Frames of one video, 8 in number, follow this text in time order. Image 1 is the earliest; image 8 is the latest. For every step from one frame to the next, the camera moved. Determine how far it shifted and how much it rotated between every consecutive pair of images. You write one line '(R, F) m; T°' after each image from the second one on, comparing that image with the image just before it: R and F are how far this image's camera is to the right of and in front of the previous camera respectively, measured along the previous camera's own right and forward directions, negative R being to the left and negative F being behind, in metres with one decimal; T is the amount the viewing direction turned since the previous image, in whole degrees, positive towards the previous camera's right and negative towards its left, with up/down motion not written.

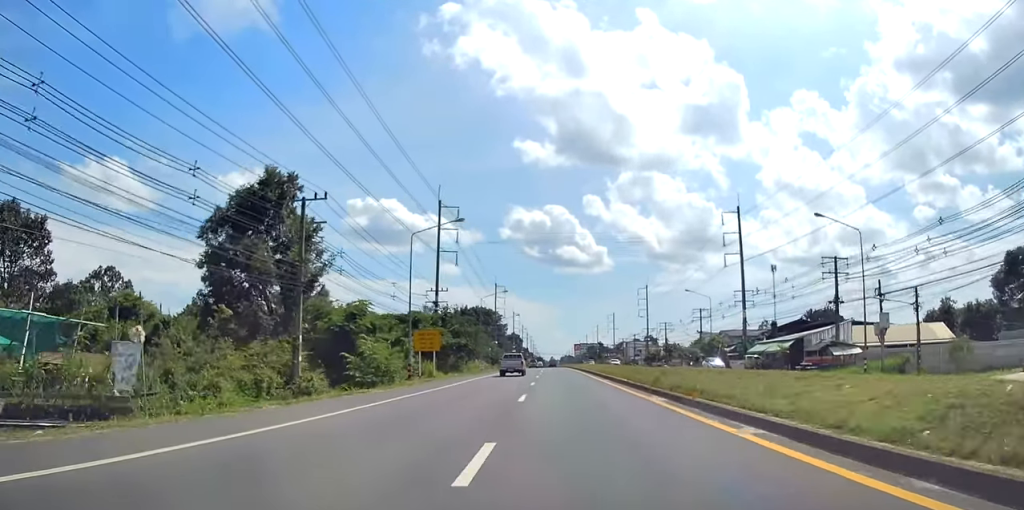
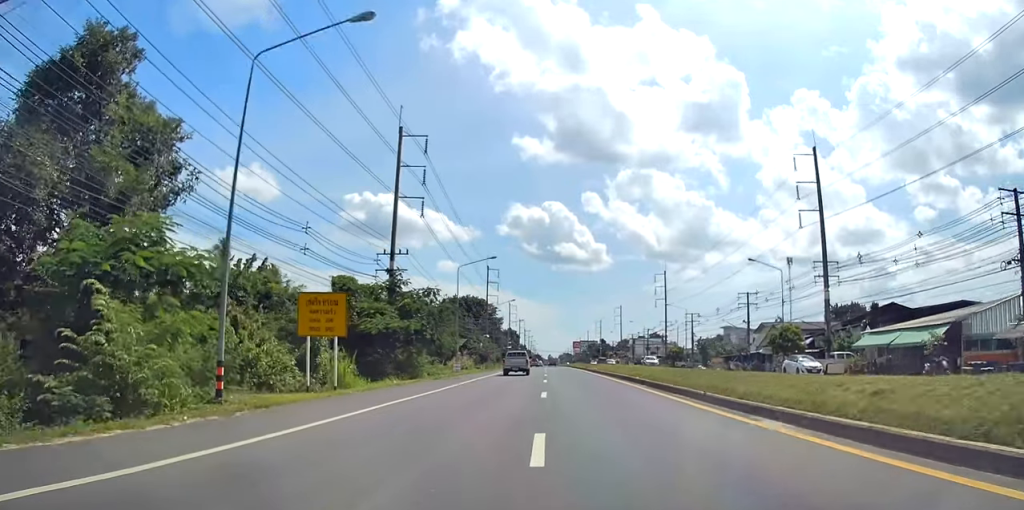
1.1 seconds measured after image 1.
(-0.2, +23.1) m; 0°
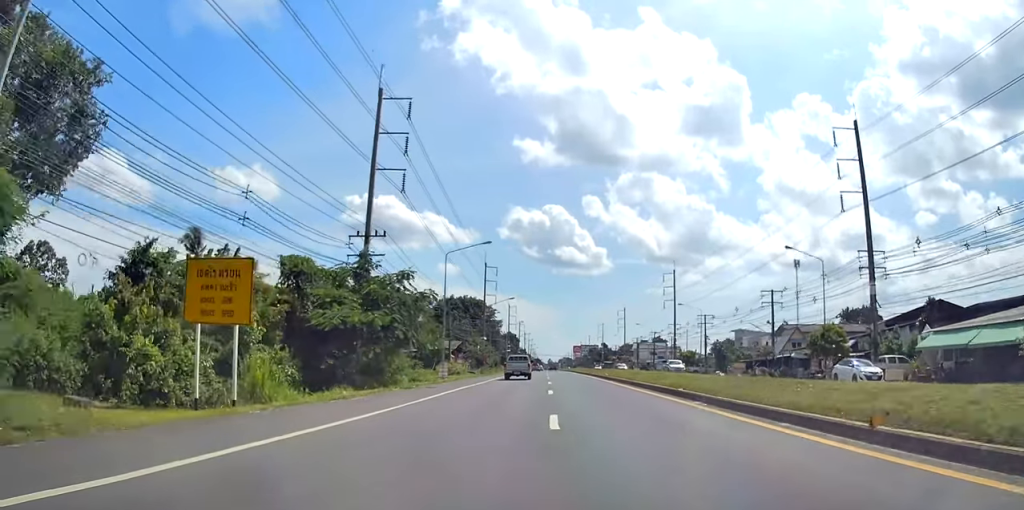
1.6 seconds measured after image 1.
(+0.1, +8.4) m; 0°
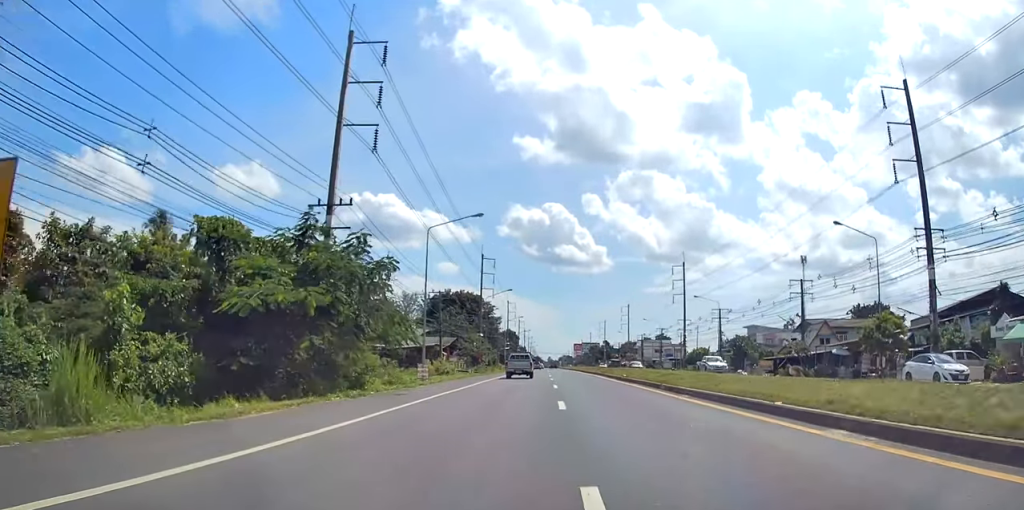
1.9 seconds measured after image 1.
(0.0, +8.0) m; 0°
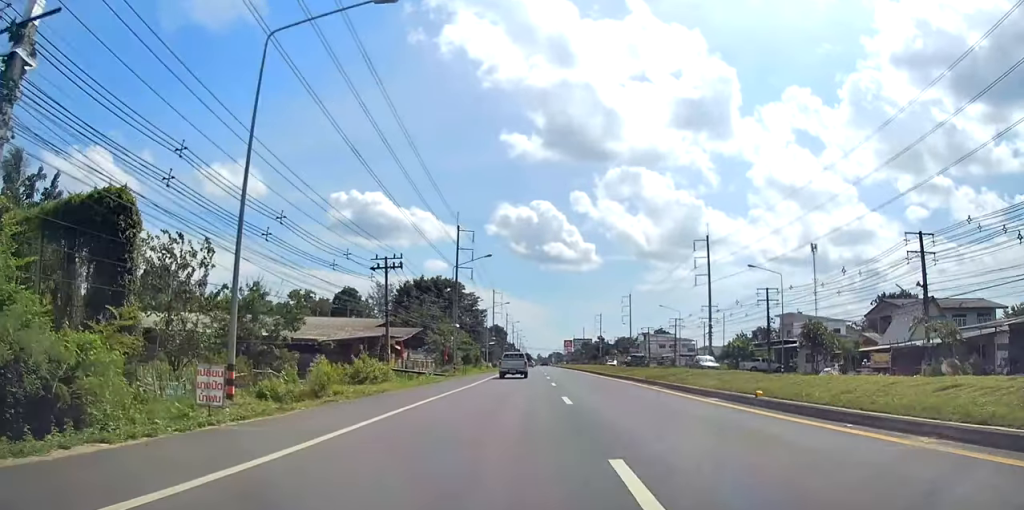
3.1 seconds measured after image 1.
(0.0, +22.7) m; 0°
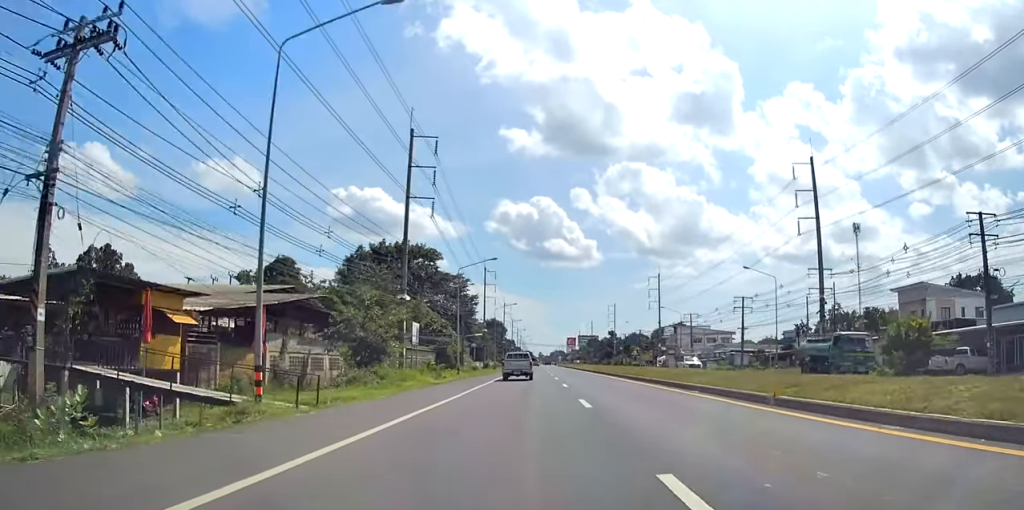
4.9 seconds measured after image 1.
(-0.2, +37.1) m; 0°
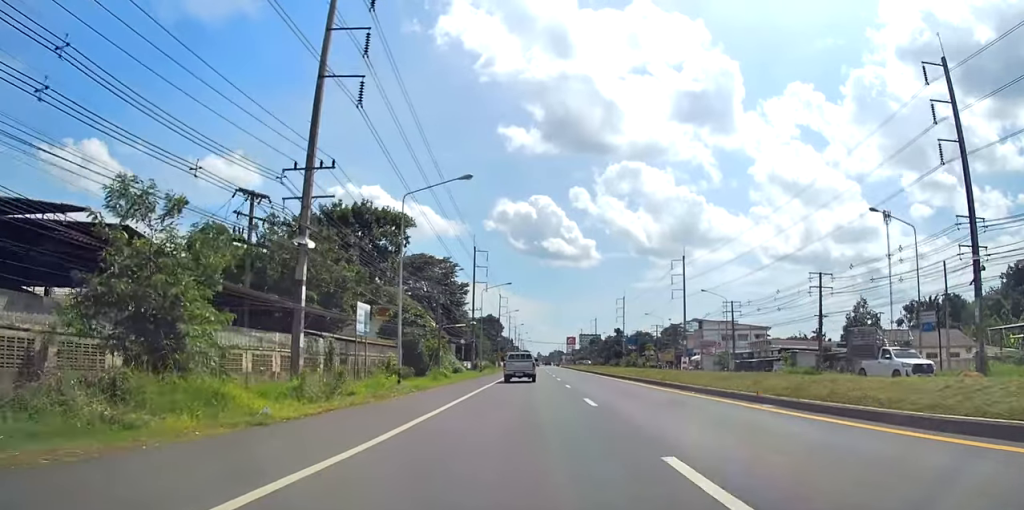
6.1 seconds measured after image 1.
(+0.2, +22.9) m; 0°
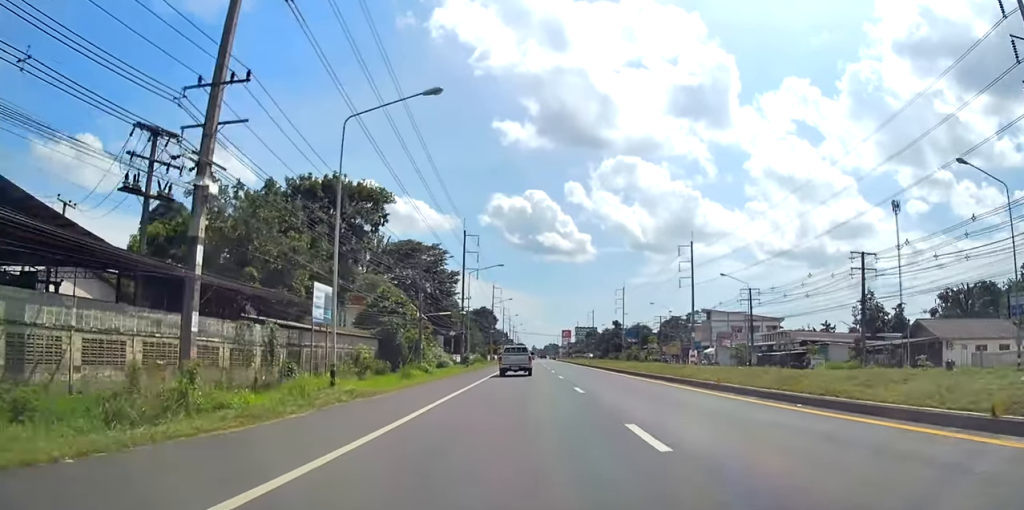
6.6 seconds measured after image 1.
(+0.1, +9.1) m; 0°
